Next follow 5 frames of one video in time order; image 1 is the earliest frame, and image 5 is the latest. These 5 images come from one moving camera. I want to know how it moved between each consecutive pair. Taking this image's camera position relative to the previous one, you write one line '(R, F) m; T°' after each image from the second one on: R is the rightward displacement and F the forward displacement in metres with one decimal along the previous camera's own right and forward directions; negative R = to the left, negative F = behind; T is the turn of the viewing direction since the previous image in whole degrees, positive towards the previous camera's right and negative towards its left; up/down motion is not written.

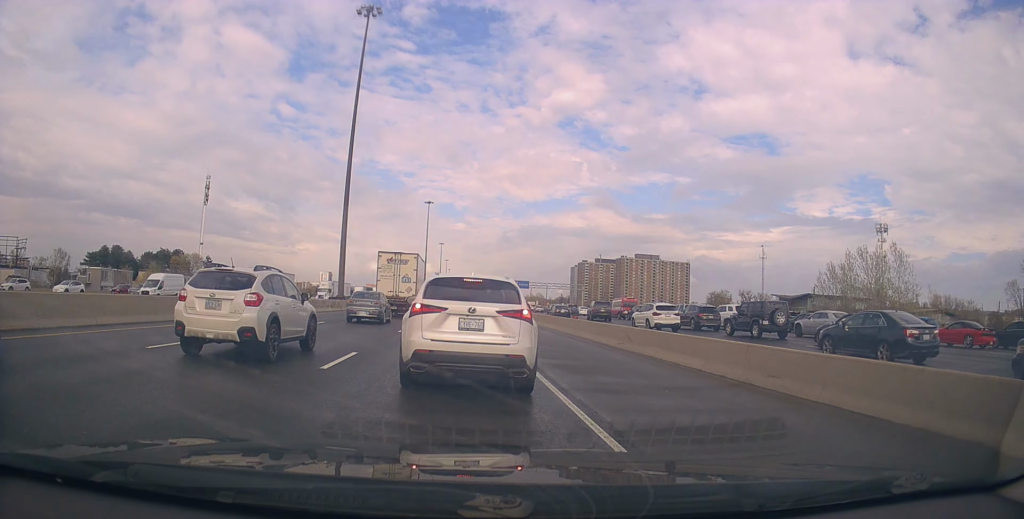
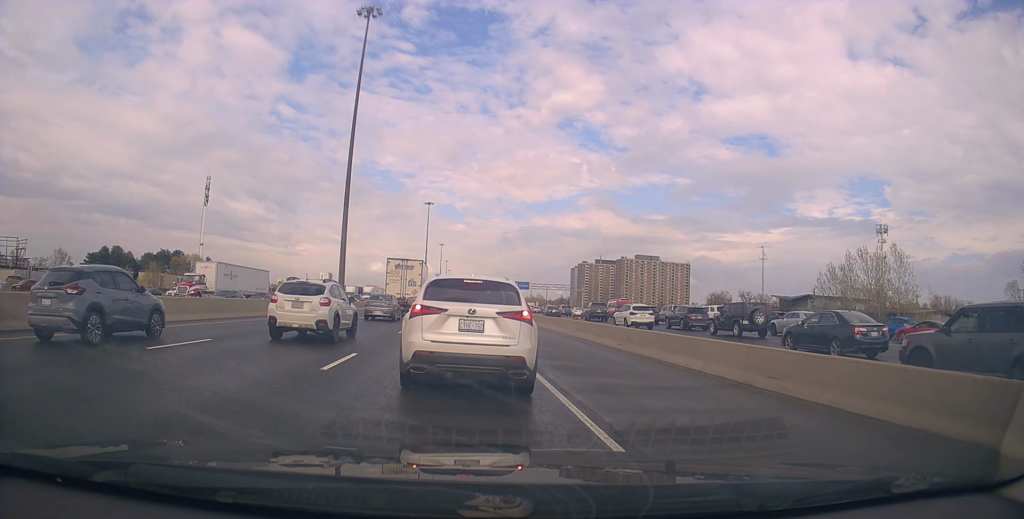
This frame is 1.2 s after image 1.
(0.0, 0.0) m; 0°
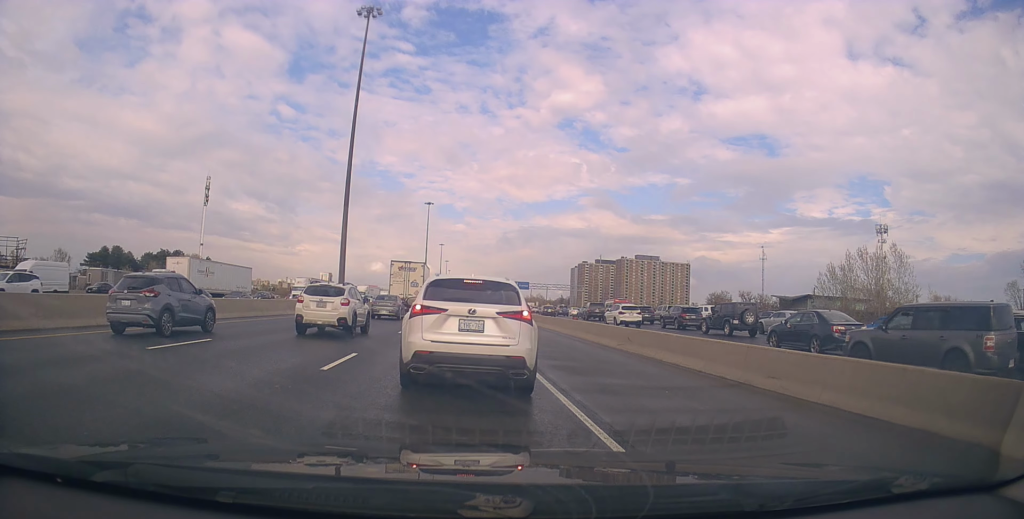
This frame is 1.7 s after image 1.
(0.0, 0.0) m; 0°
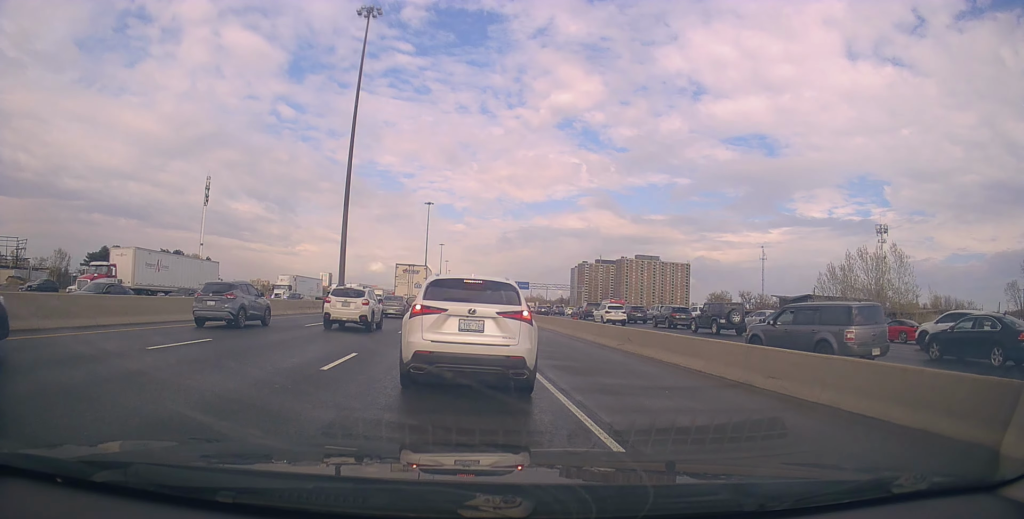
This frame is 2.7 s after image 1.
(0.0, 0.0) m; 0°
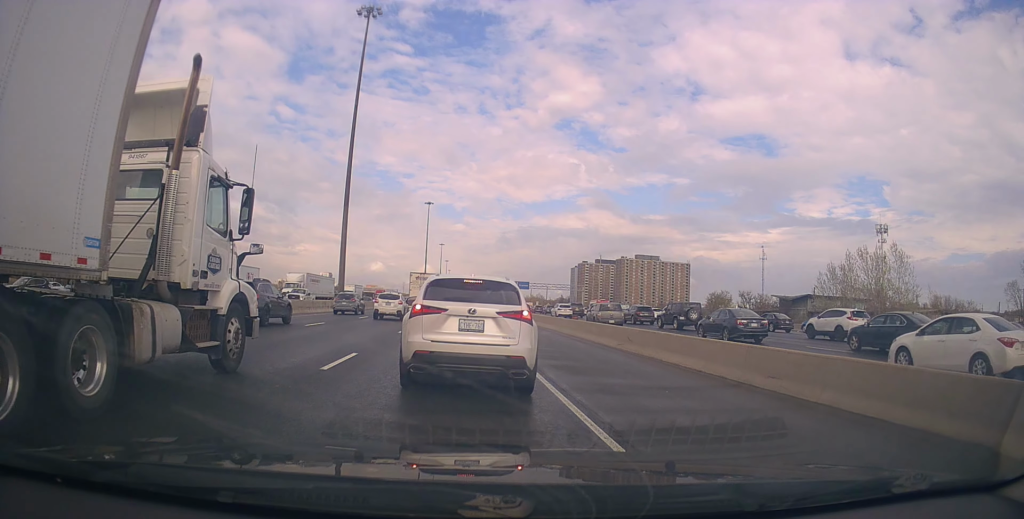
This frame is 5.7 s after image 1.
(+0.1, +0.3) m; 0°
